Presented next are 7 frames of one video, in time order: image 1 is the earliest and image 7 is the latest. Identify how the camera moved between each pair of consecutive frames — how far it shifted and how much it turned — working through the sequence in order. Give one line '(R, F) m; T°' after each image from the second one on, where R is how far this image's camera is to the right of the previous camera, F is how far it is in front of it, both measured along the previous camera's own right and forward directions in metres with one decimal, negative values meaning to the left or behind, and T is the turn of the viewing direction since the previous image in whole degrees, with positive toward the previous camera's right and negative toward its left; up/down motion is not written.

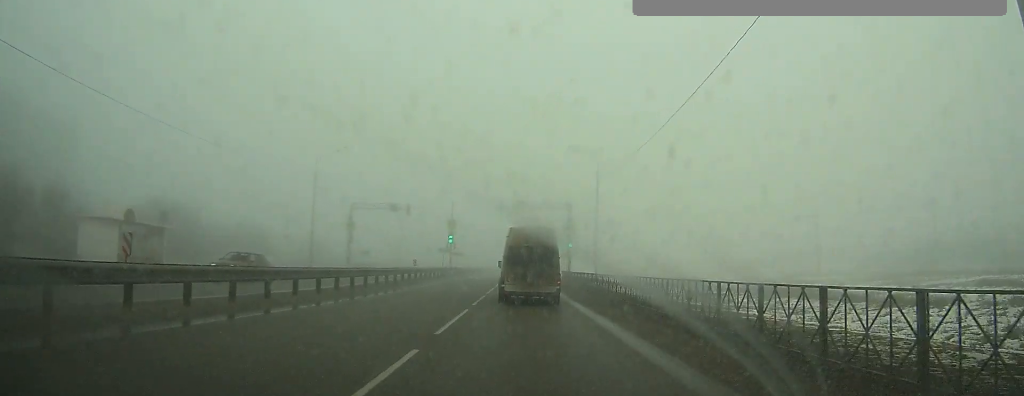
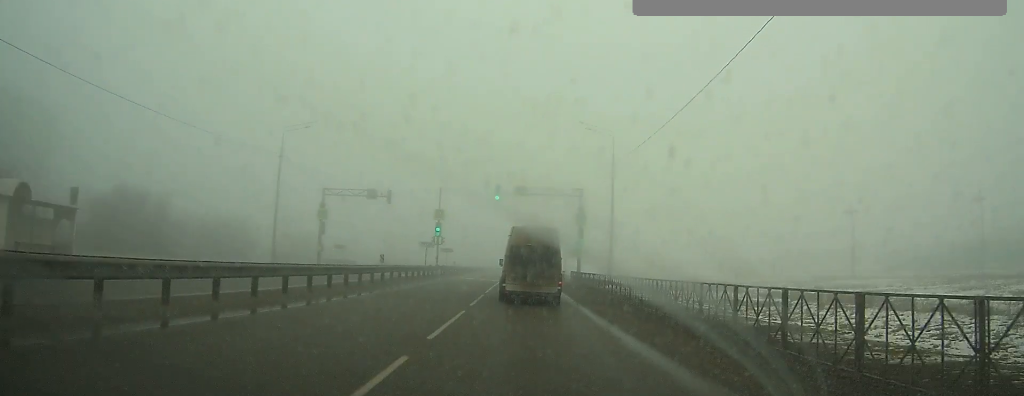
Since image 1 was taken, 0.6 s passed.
(0.0, +10.4) m; 0°
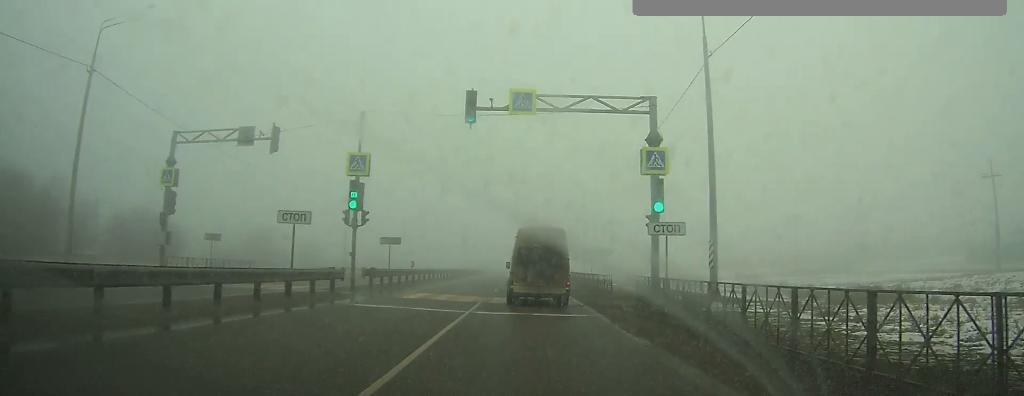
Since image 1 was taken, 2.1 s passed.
(0.0, +25.2) m; 0°
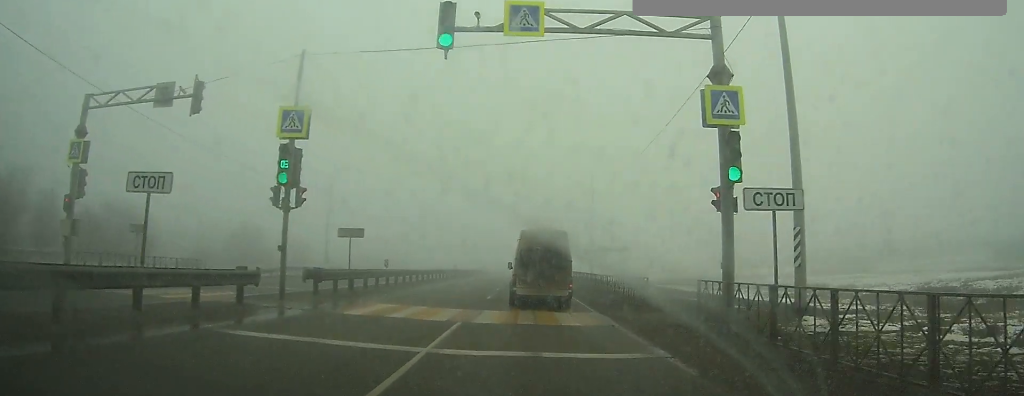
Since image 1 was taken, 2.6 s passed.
(0.0, +6.7) m; 0°
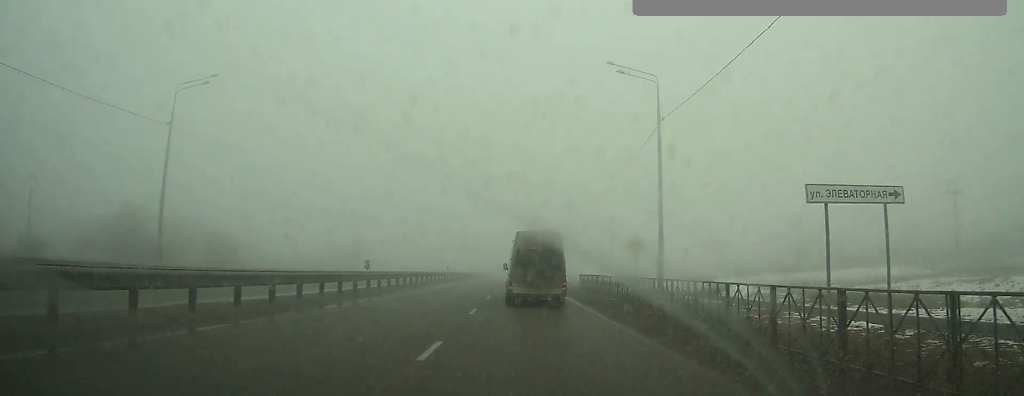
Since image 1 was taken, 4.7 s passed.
(0.0, +29.0) m; 0°
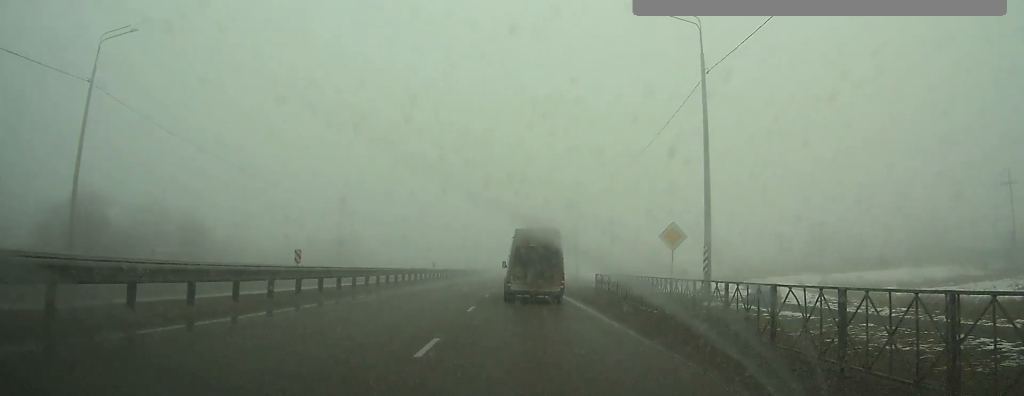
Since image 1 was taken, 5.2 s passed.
(0.0, +8.7) m; 0°
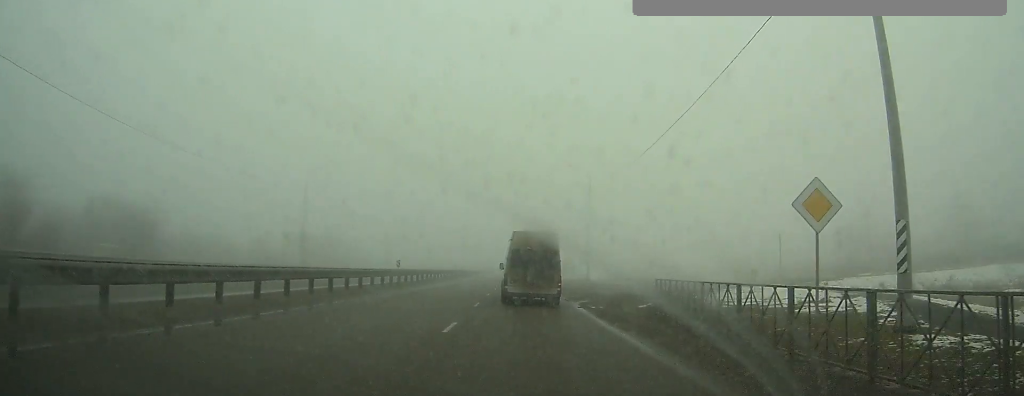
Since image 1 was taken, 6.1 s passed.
(0.0, +14.4) m; 0°
